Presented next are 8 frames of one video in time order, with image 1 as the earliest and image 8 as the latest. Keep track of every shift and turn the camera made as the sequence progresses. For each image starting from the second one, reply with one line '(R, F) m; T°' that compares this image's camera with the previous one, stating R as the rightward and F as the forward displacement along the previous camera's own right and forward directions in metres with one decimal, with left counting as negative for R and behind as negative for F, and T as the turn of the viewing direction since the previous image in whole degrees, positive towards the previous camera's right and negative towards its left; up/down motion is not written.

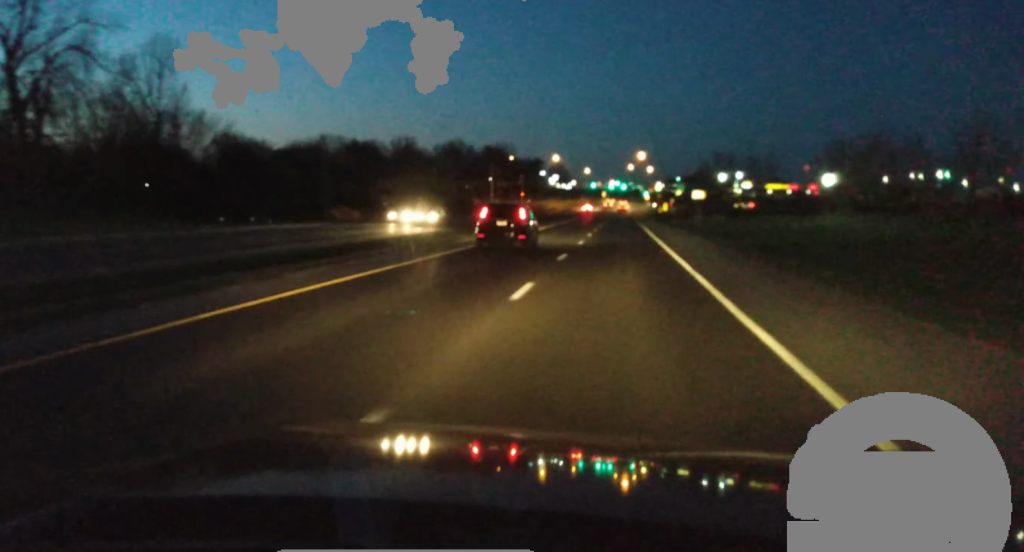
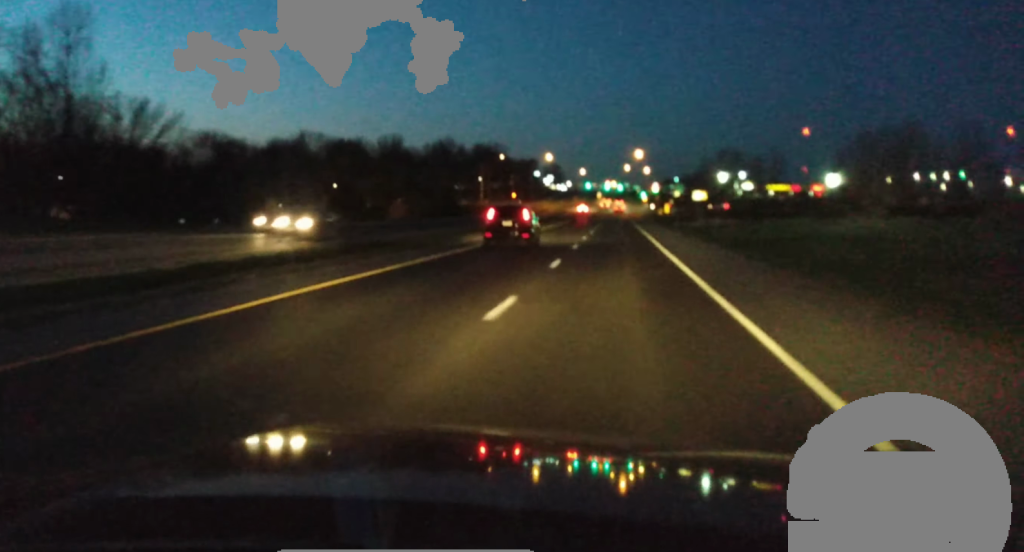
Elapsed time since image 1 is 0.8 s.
(-0.1, +15.0) m; -2°
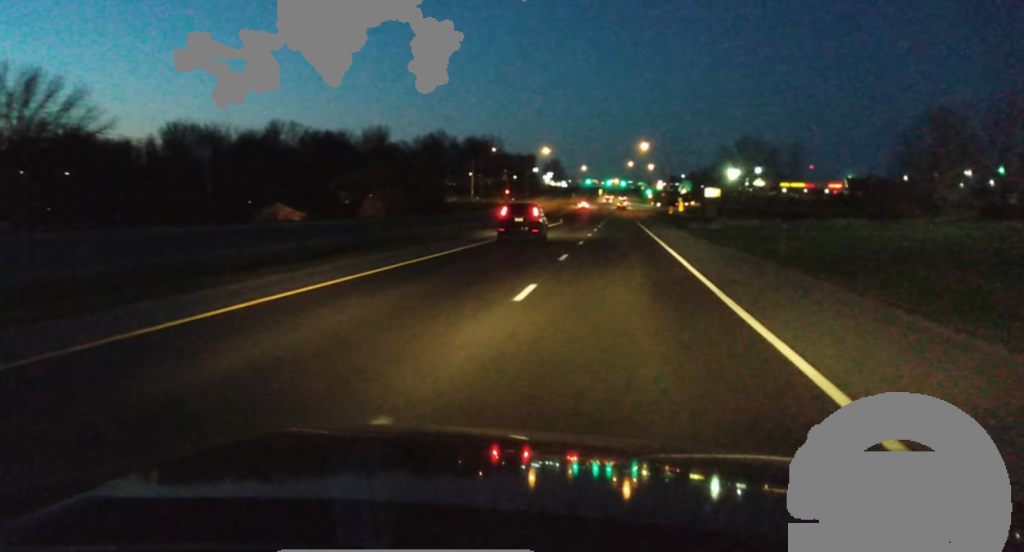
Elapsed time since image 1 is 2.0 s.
(-0.4, +21.7) m; -1°
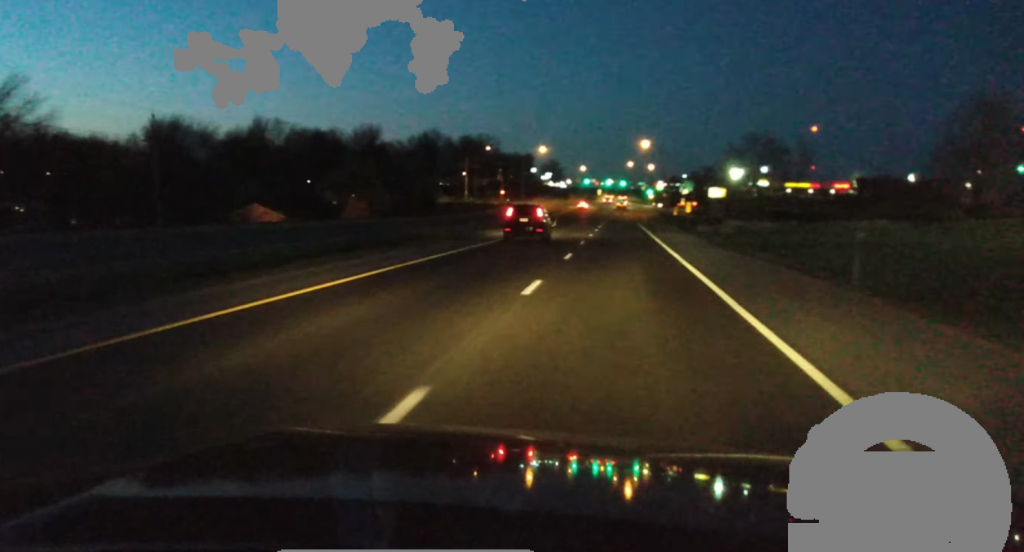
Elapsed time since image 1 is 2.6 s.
(+0.3, +10.9) m; 0°
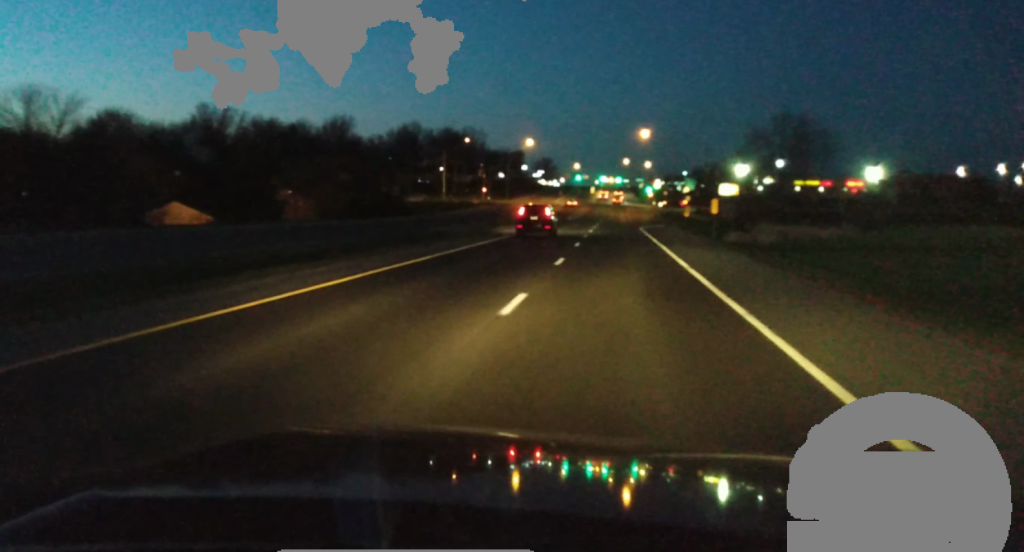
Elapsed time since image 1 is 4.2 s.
(-0.3, +28.1) m; 0°
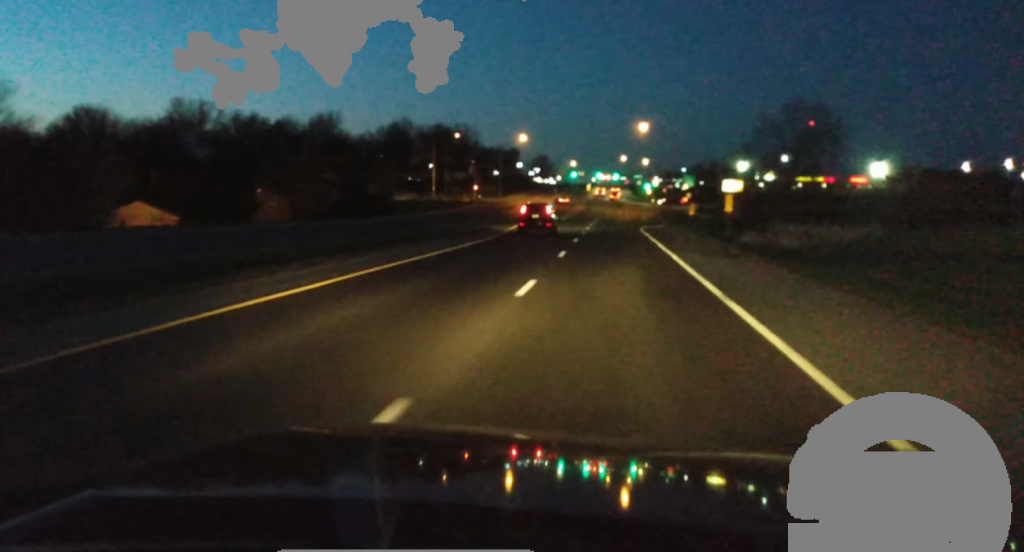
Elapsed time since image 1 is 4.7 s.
(+0.1, +8.9) m; +1°
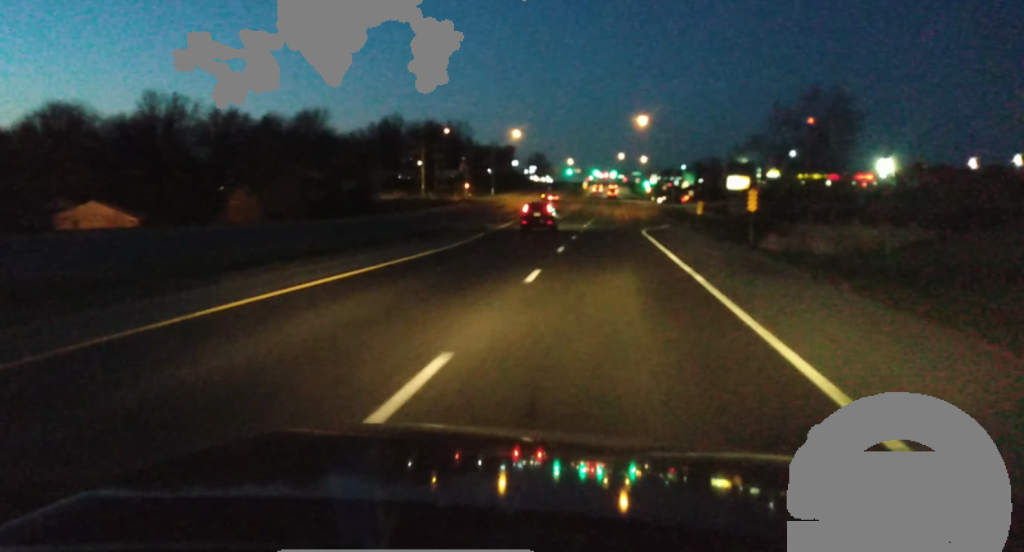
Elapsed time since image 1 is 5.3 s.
(0.0, +9.9) m; 0°
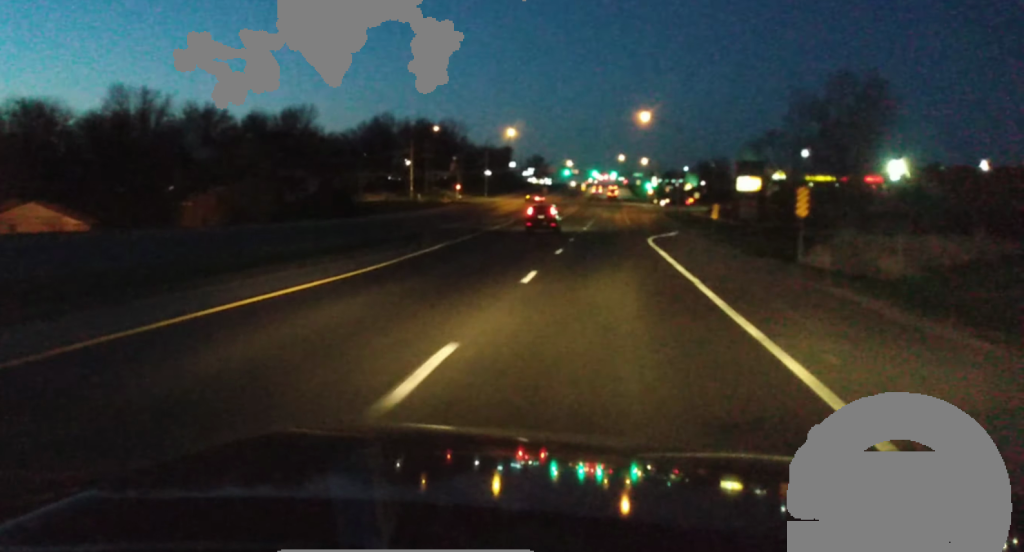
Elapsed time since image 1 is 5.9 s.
(0.0, +11.5) m; 0°
